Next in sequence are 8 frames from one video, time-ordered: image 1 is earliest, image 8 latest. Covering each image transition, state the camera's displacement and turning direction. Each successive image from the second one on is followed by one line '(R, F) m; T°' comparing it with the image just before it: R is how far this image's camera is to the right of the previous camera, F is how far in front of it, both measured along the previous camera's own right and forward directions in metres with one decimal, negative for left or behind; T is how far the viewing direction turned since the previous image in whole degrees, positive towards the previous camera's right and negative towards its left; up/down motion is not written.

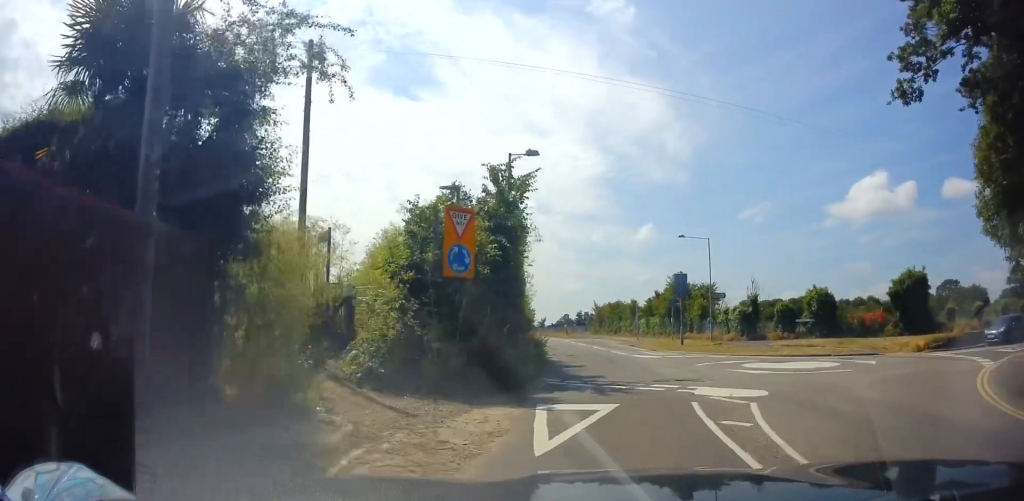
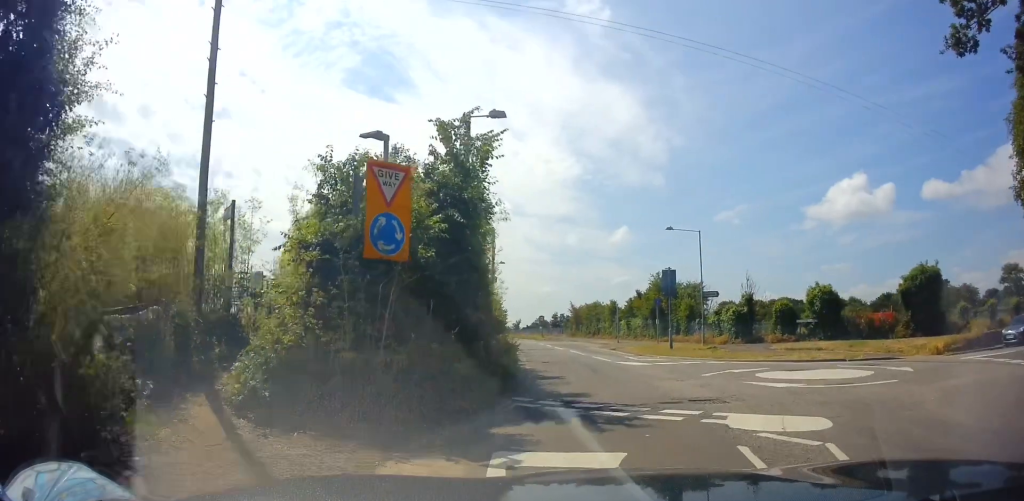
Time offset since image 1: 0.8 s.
(+0.2, +3.2) m; +5°
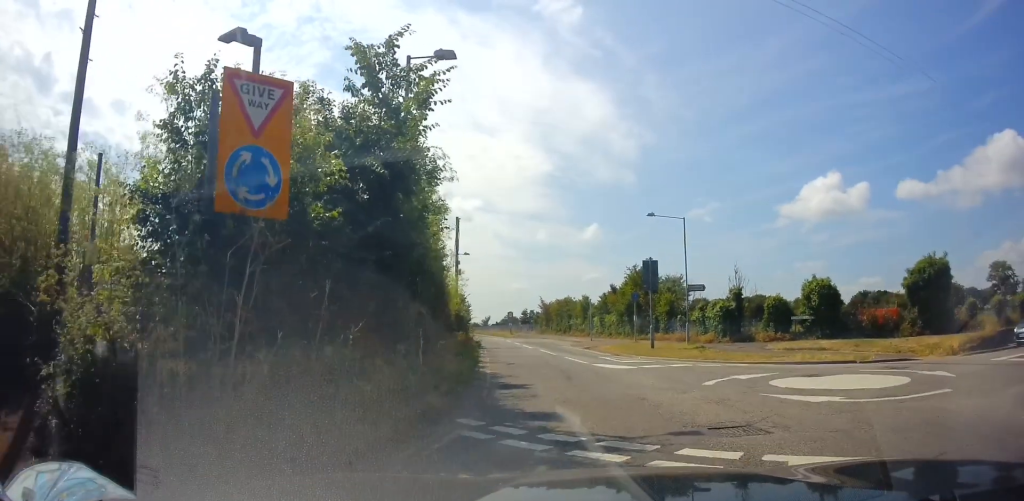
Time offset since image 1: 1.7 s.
(+0.1, +2.9) m; +2°
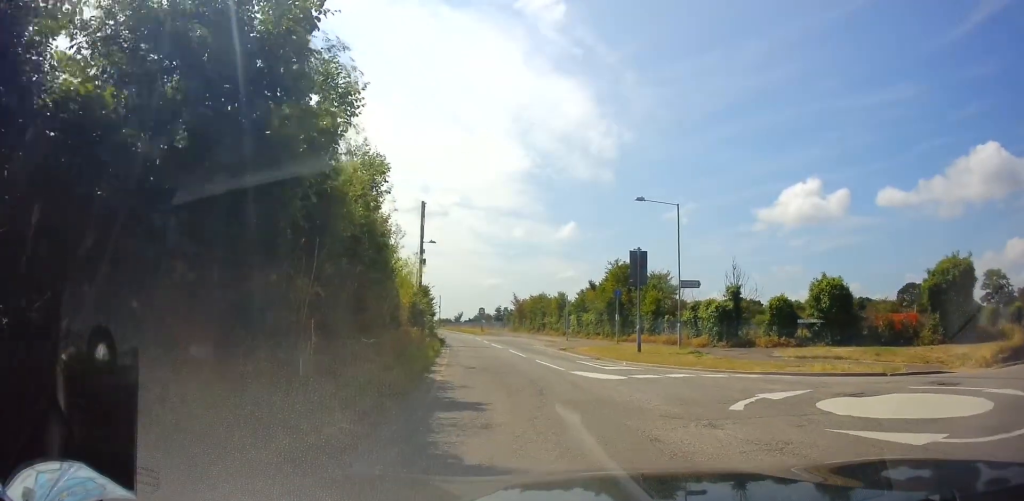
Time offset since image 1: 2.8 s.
(0.0, +3.8) m; 0°
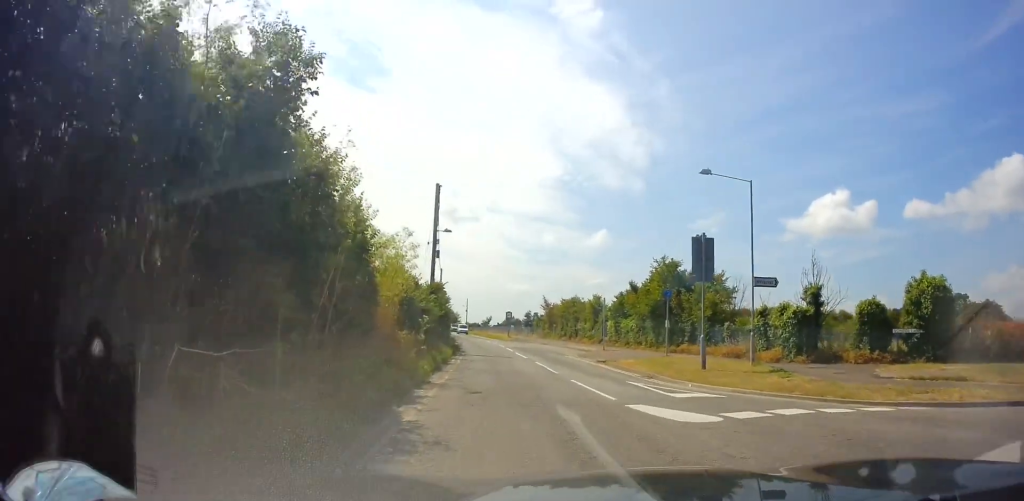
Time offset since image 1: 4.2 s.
(0.0, +5.7) m; -6°
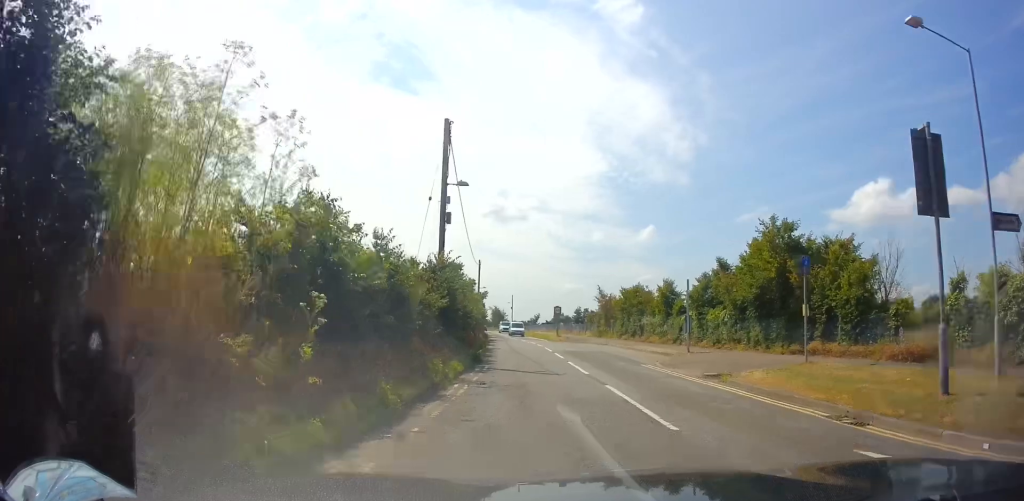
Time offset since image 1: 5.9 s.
(-0.9, +10.8) m; -5°
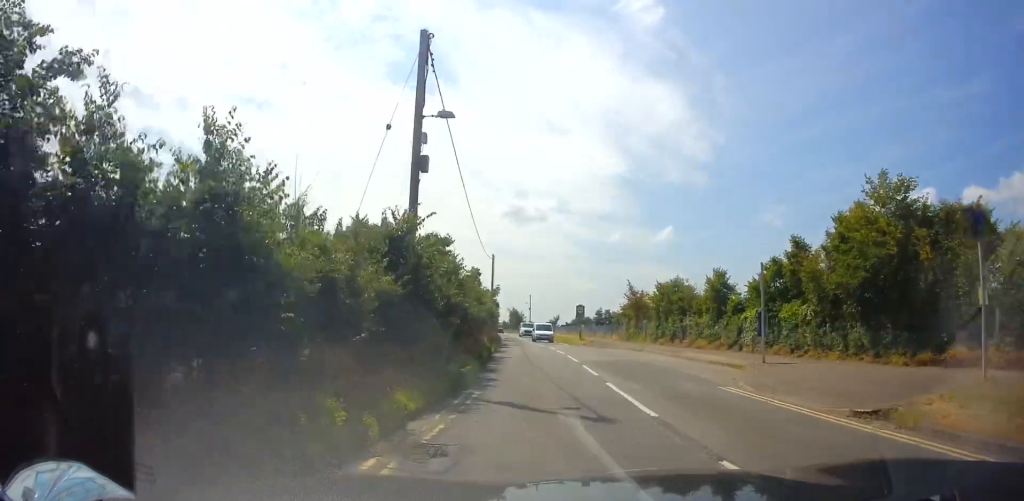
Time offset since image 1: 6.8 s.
(0.0, +6.7) m; -1°
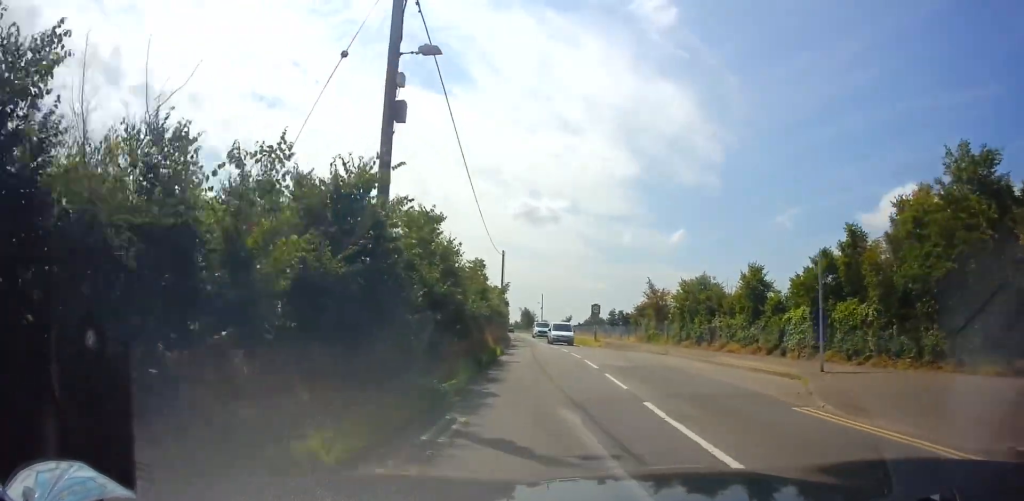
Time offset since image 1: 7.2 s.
(+0.1, +3.6) m; -1°
